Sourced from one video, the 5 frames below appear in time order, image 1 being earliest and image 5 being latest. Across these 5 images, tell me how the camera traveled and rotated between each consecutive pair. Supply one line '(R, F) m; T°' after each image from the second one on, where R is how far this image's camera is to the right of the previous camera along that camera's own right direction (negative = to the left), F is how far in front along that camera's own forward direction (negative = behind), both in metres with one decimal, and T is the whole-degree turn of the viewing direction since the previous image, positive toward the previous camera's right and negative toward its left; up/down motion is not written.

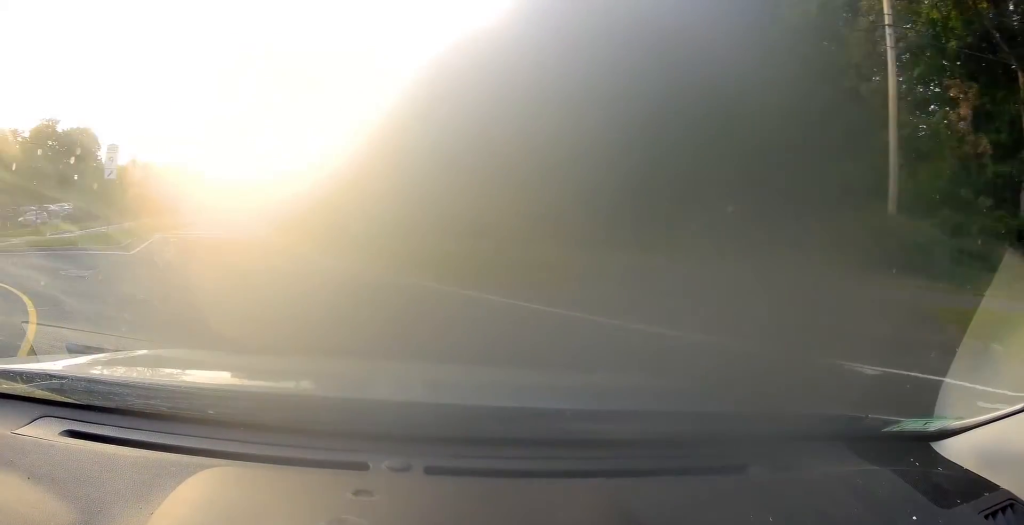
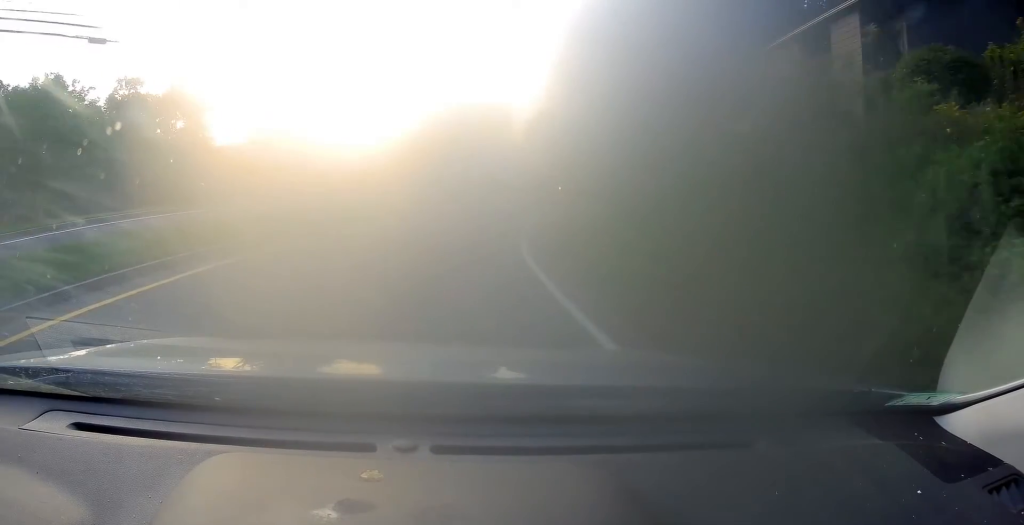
(-3.5, +40.4) m; +4°
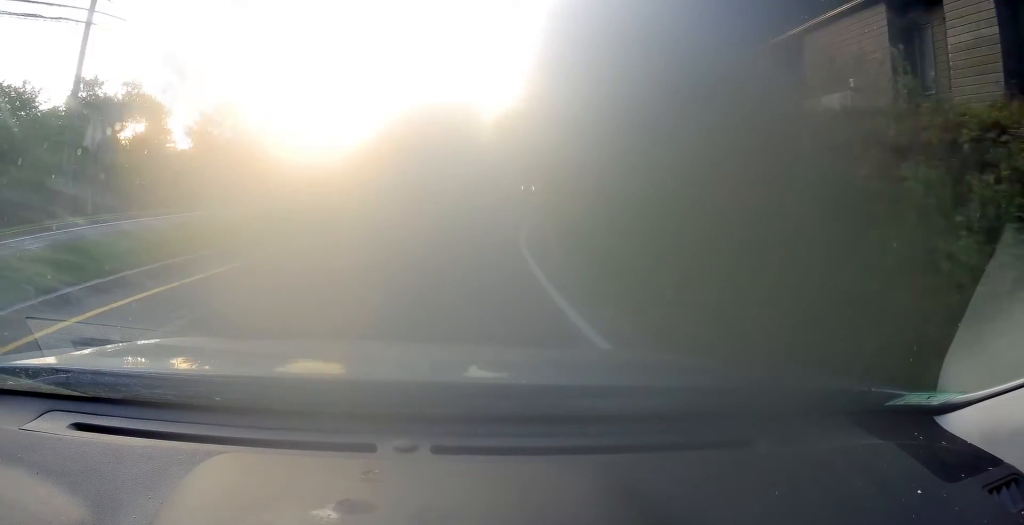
(+0.3, +5.9) m; +3°
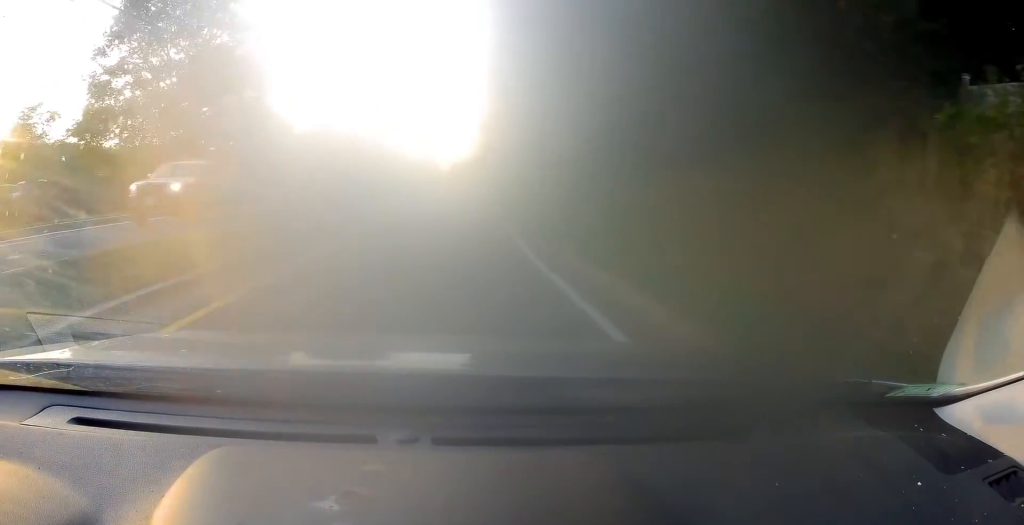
(+3.7, +28.6) m; +13°
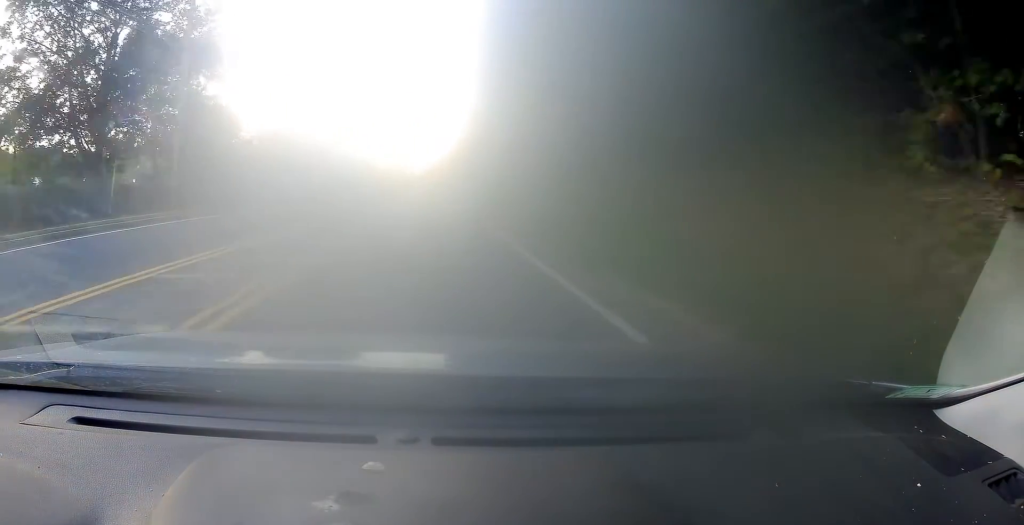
(+0.4, +10.0) m; +3°
